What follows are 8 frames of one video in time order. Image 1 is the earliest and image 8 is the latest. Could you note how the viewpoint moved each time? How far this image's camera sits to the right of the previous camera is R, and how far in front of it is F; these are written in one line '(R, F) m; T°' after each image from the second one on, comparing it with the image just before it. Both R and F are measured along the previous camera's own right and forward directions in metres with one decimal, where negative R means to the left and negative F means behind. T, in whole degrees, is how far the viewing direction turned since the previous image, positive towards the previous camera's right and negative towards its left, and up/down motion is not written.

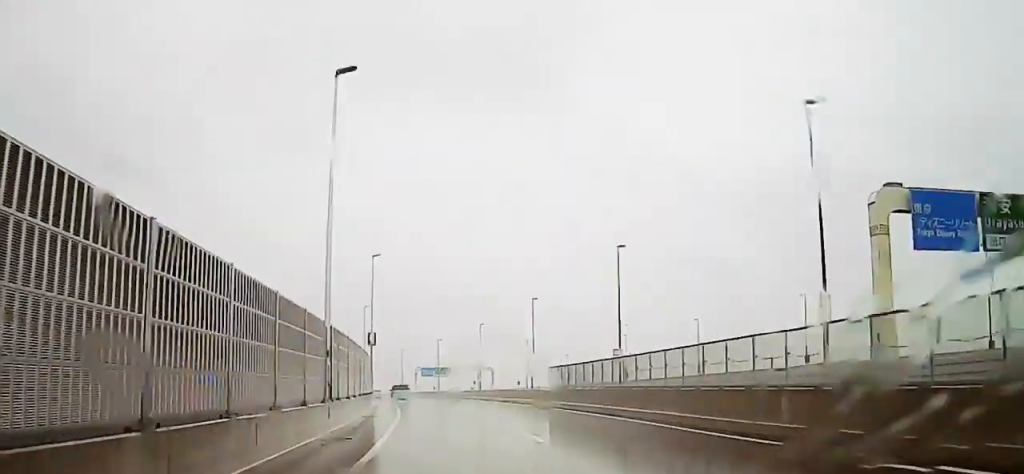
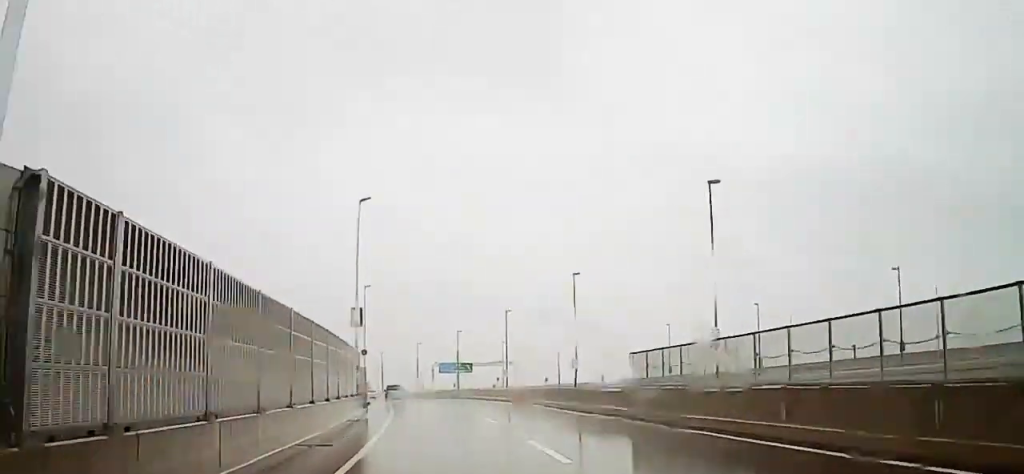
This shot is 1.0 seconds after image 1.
(0.0, +21.0) m; 0°
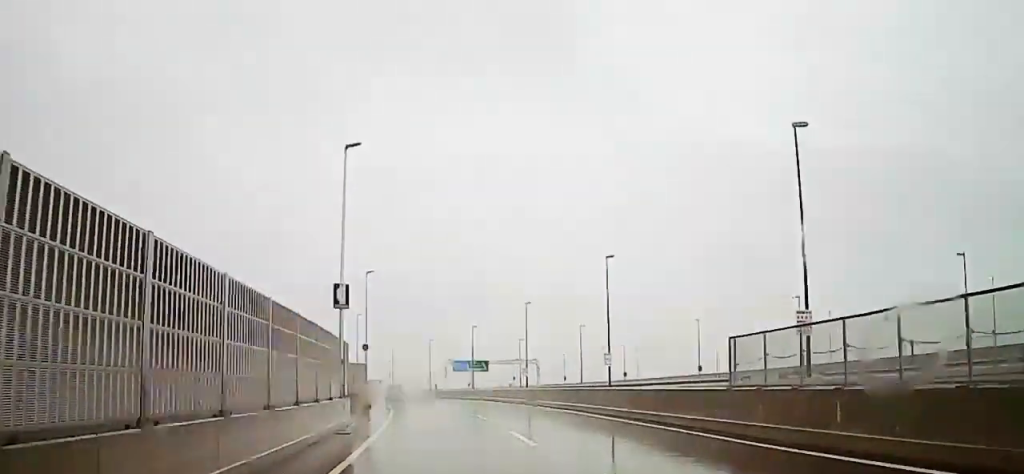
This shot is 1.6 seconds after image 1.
(0.0, +11.5) m; 0°
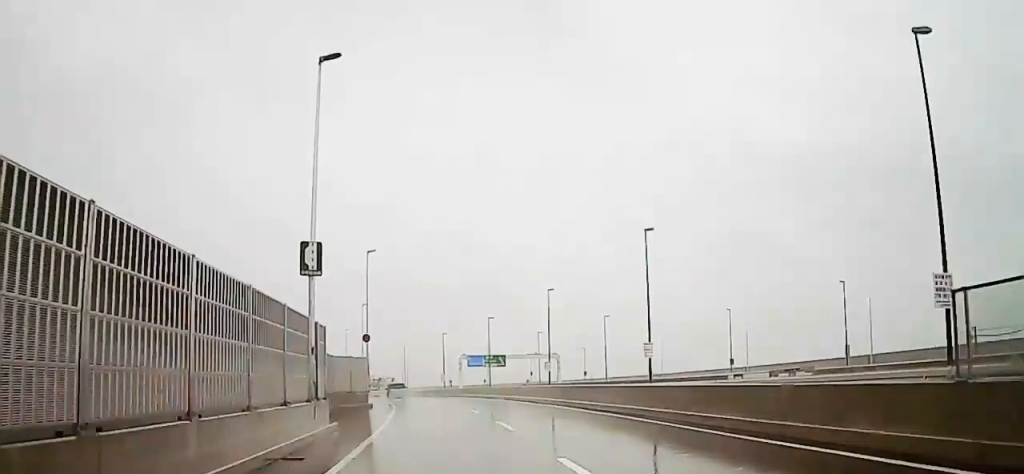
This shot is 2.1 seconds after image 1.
(0.0, +10.1) m; 0°
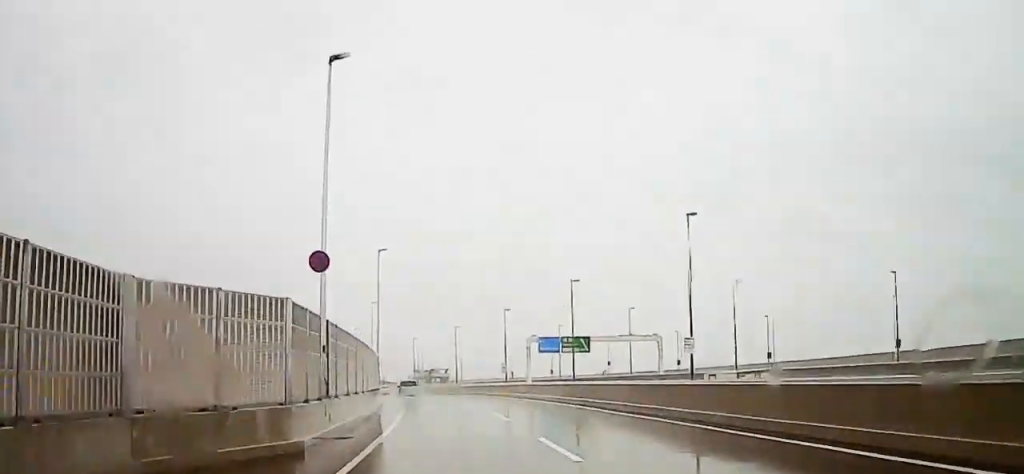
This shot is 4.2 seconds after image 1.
(0.0, +41.2) m; 0°
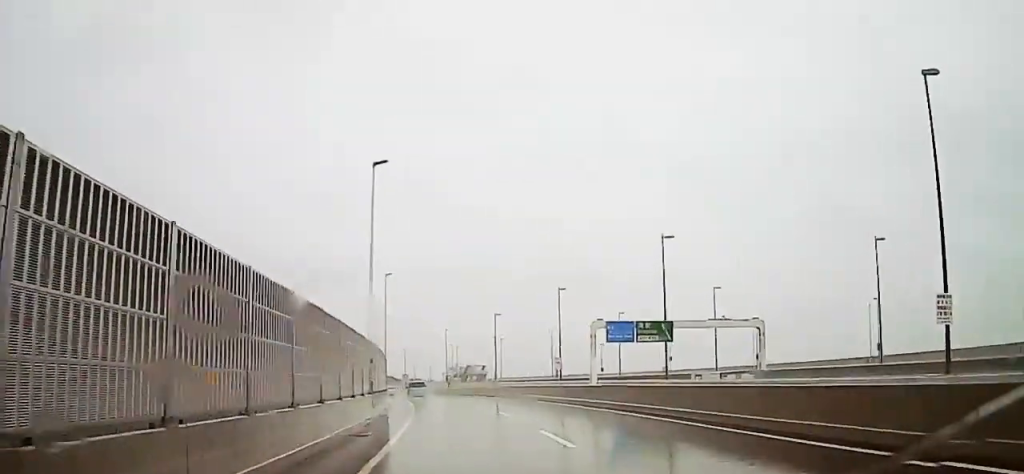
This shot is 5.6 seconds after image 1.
(0.0, +27.8) m; 0°
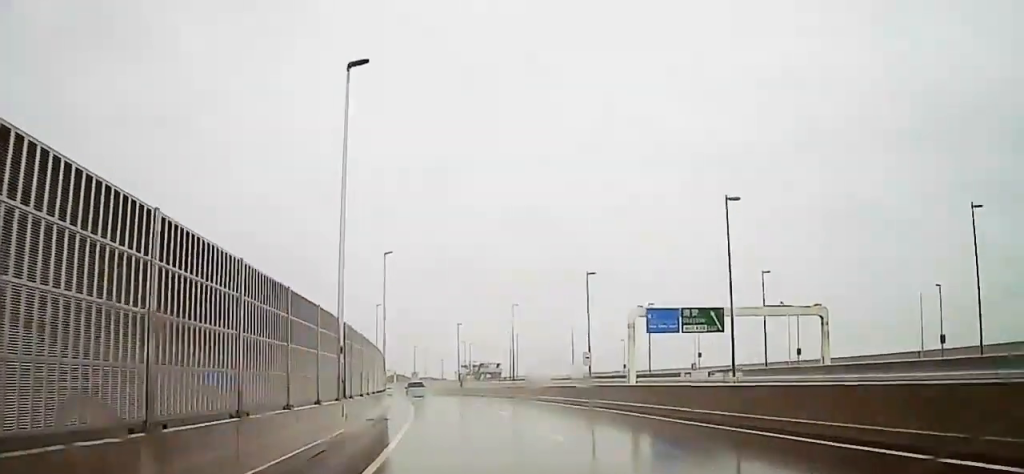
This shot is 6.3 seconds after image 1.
(0.0, +13.2) m; 0°
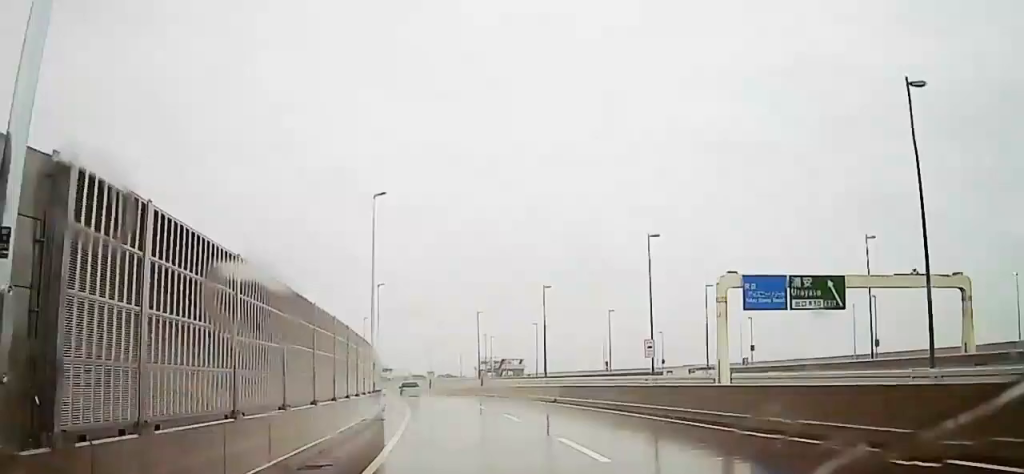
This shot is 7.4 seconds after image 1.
(0.0, +19.7) m; 0°
